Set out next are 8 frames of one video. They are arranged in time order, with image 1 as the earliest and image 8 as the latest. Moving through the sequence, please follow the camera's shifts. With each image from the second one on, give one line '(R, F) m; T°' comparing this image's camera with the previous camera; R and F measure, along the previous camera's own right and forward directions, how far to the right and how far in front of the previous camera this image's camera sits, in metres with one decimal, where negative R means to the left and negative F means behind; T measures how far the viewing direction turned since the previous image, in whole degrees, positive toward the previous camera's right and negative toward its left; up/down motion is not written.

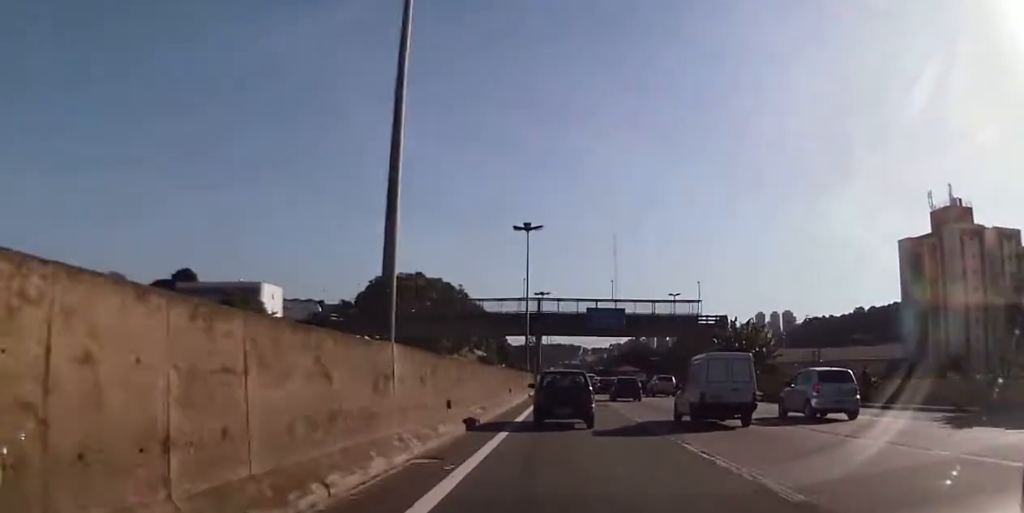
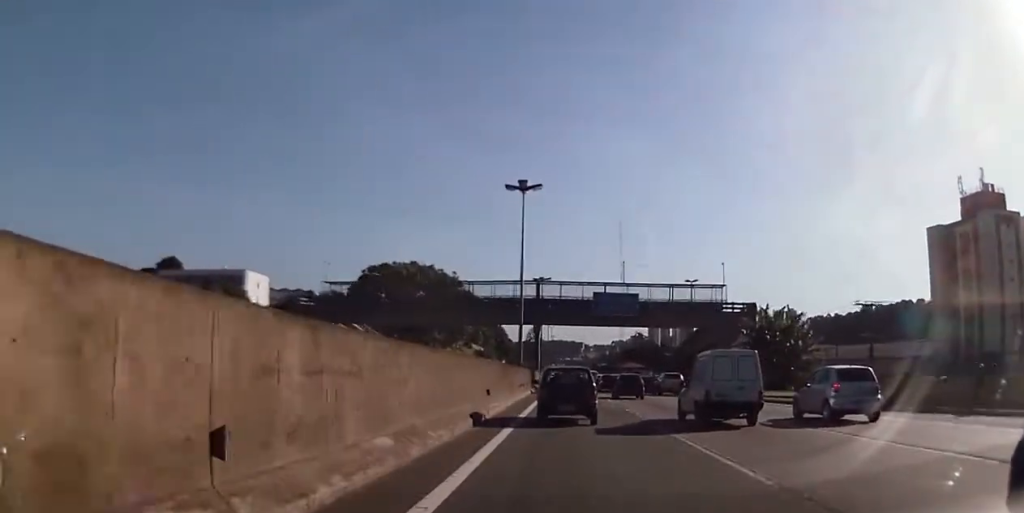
(-0.2, +10.7) m; -1°
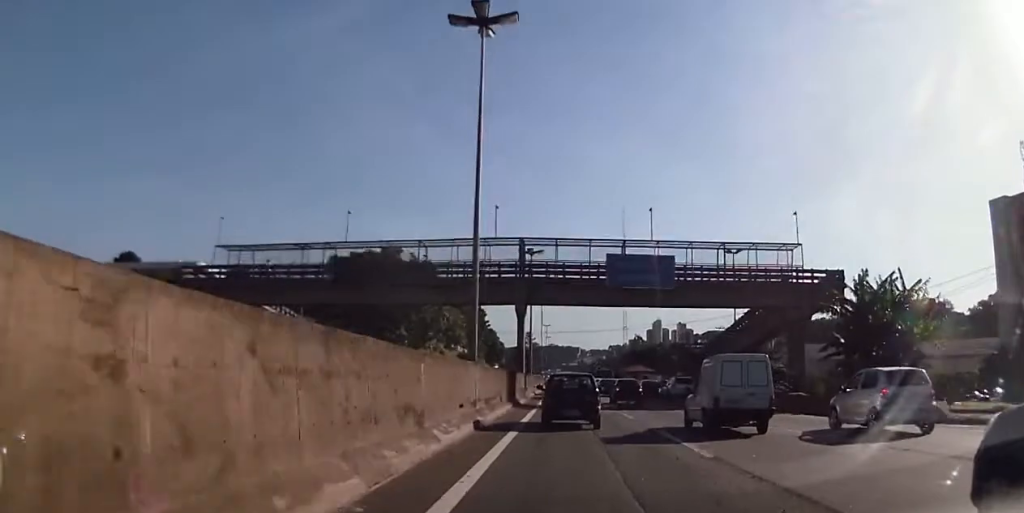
(0.0, +21.9) m; +2°
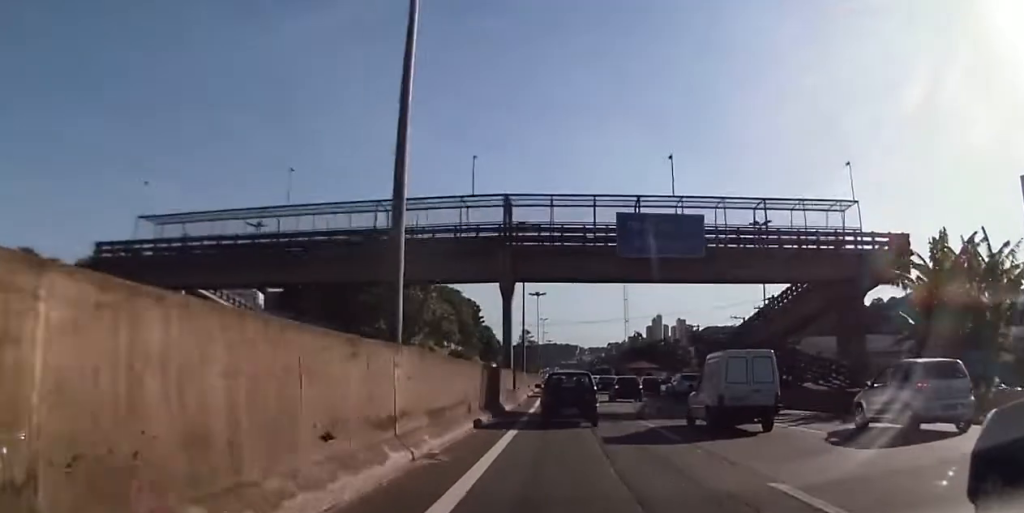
(+0.2, +9.4) m; 0°
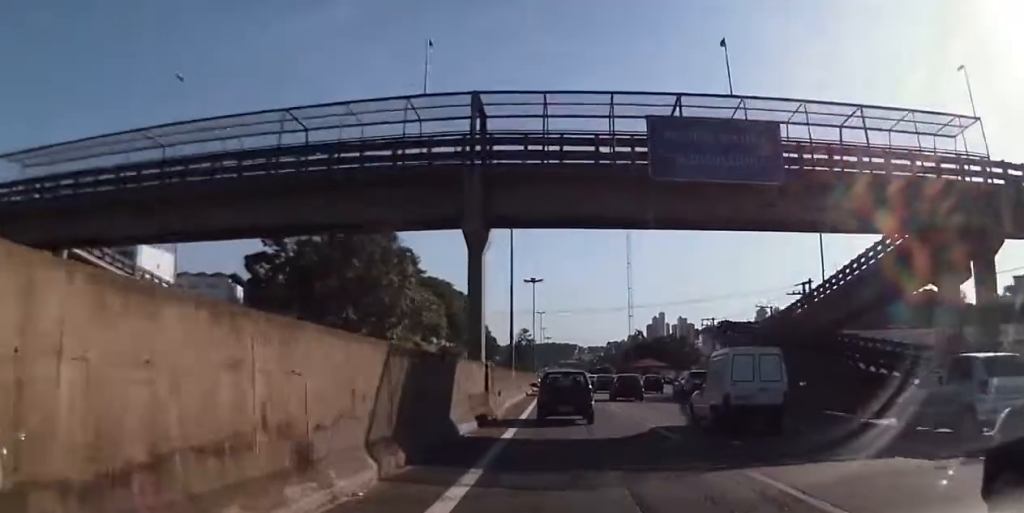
(0.0, +11.8) m; 0°
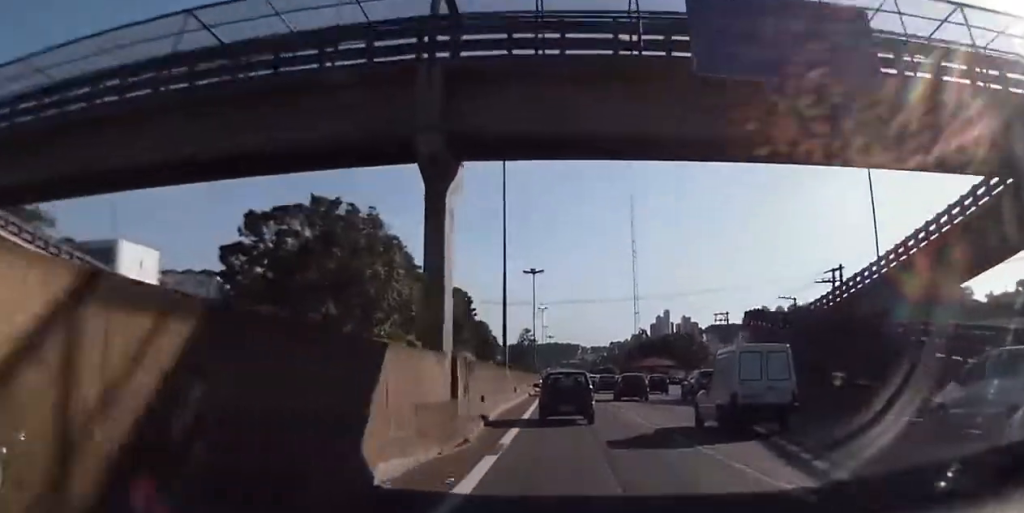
(-0.1, +6.9) m; -1°
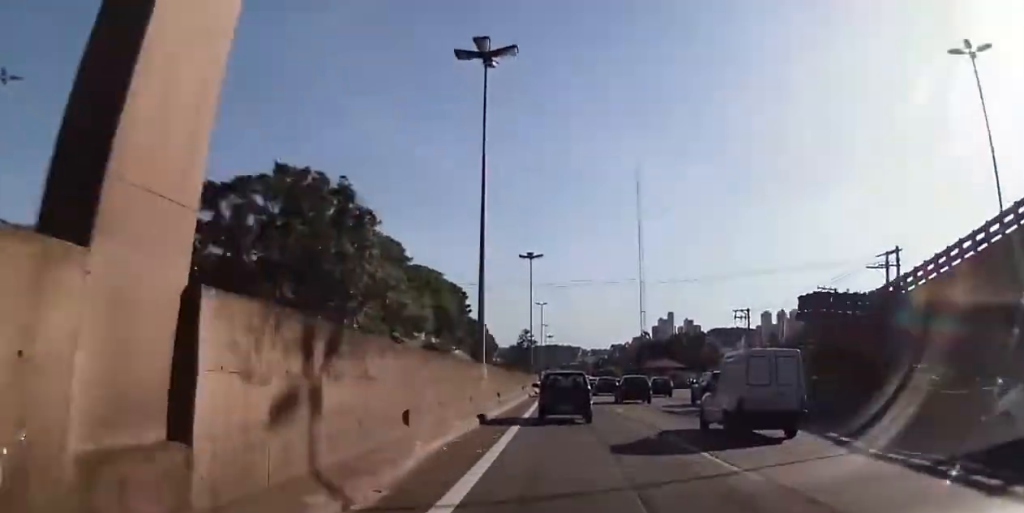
(0.0, +10.3) m; 0°
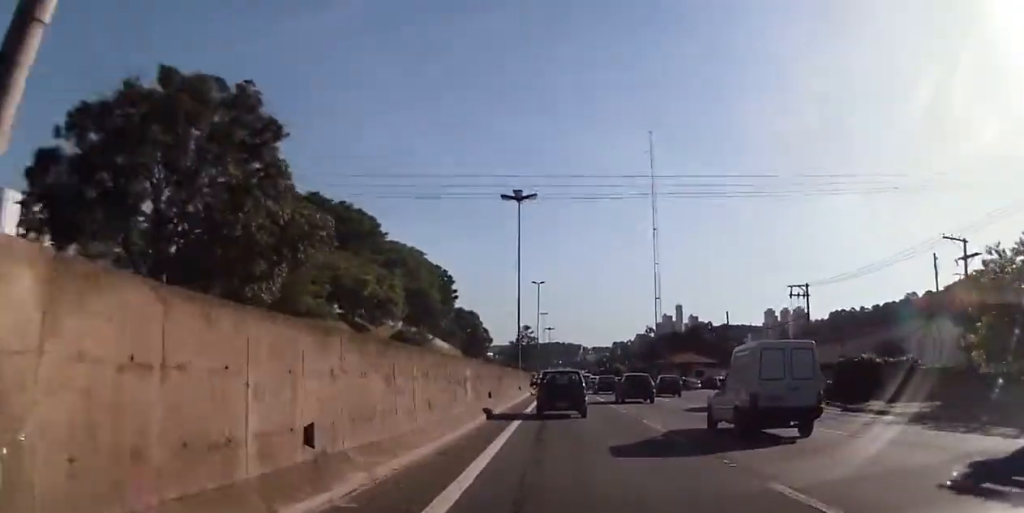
(0.0, +20.5) m; 0°
